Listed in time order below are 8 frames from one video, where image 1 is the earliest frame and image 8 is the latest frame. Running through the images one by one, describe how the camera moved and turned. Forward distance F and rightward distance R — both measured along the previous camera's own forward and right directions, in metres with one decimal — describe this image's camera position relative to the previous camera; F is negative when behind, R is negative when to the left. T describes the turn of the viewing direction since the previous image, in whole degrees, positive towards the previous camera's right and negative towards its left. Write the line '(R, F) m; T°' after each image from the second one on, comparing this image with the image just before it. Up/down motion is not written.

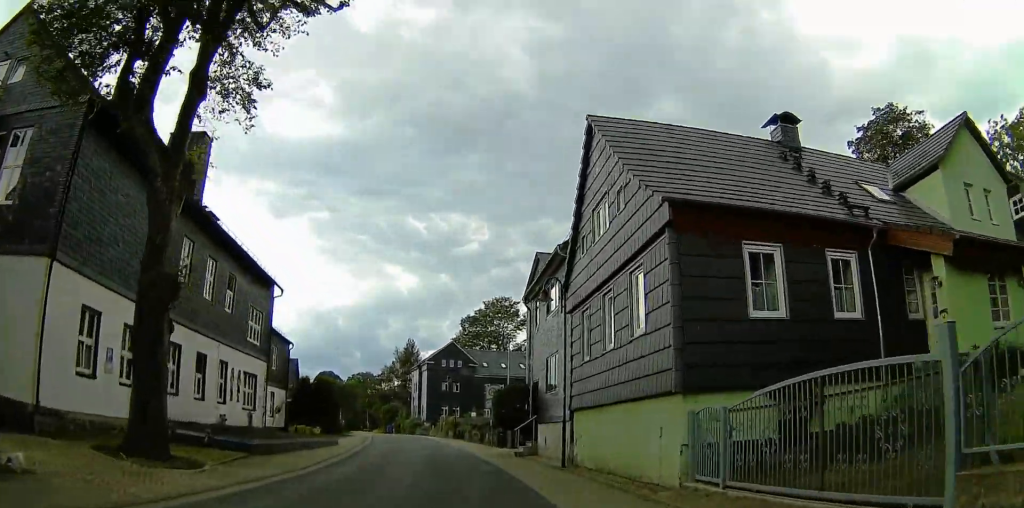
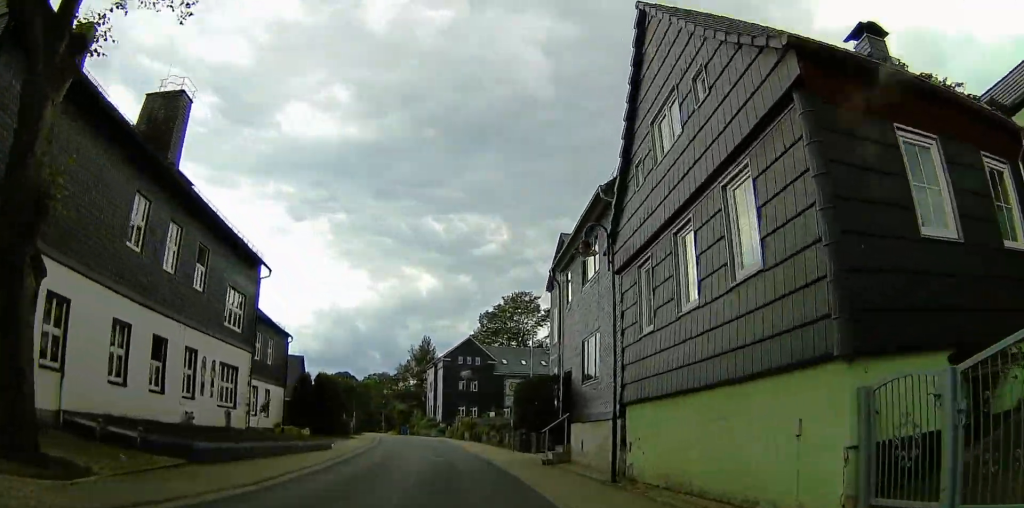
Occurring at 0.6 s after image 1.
(0.0, +4.8) m; 0°
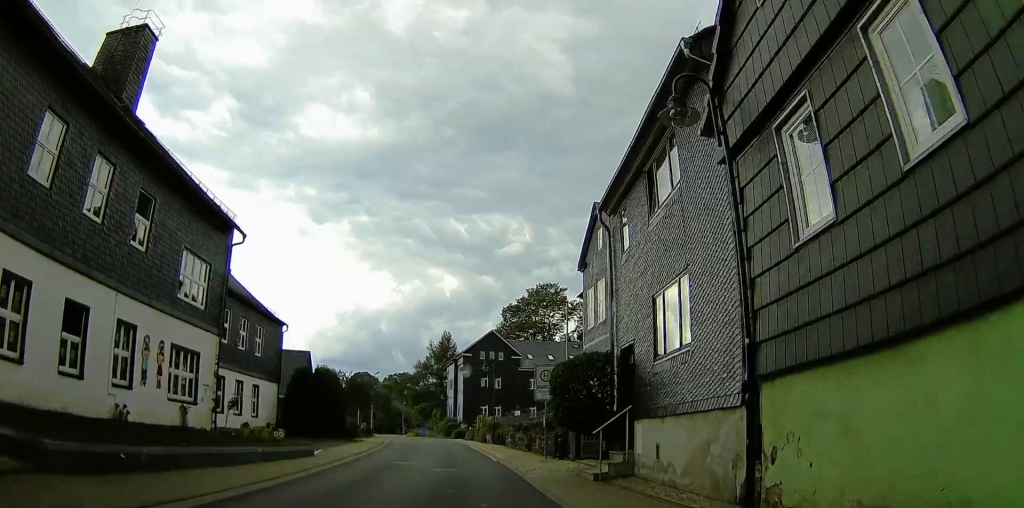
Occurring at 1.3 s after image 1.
(0.0, +5.9) m; 0°
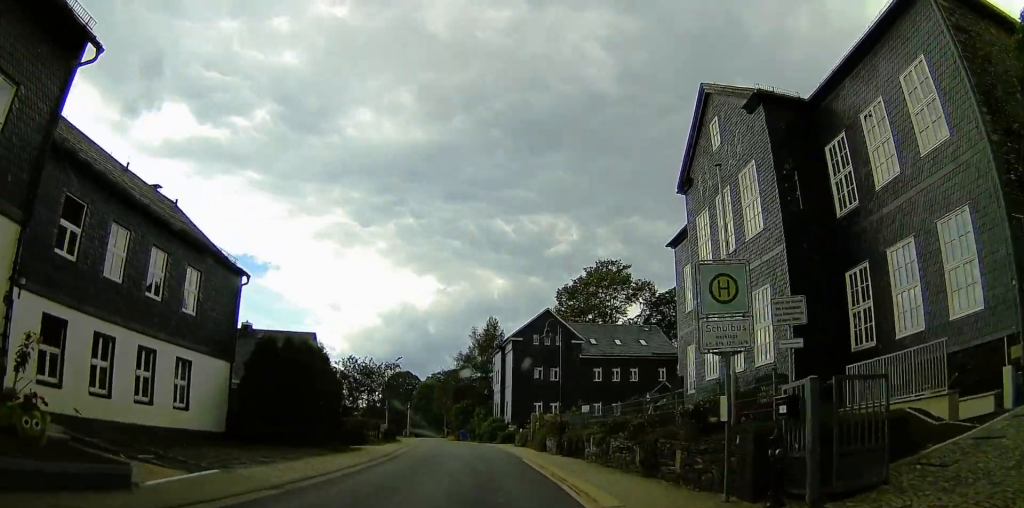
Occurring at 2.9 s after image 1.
(-0.3, +13.2) m; -10°
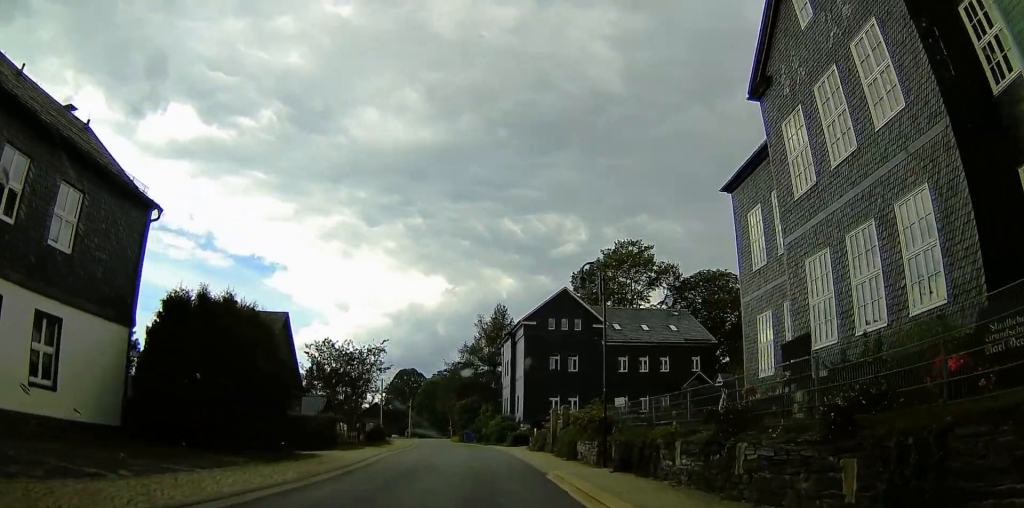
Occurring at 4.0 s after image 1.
(-1.2, +7.3) m; -9°
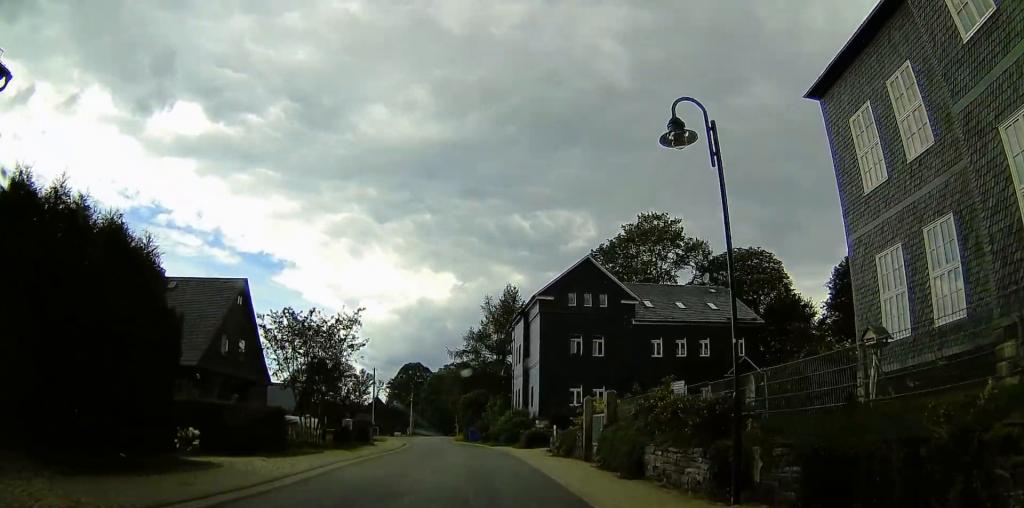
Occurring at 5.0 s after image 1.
(0.0, +7.3) m; +4°
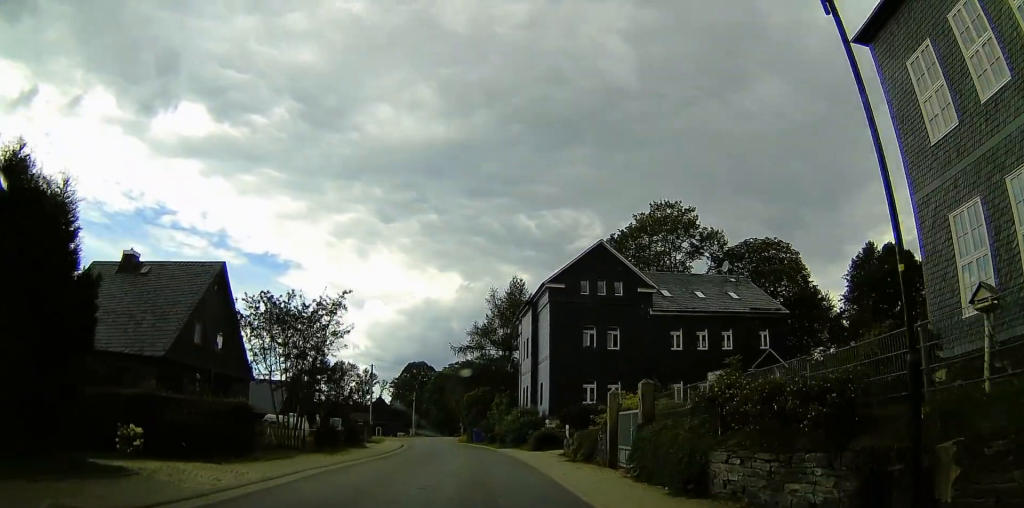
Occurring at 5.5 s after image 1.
(+0.1, +3.4) m; +3°
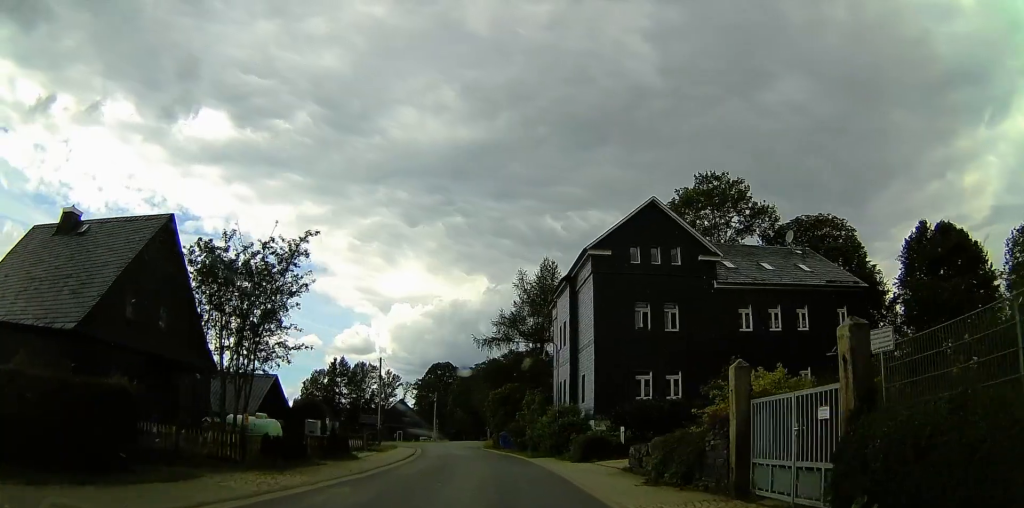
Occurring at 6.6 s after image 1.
(+0.4, +8.6) m; 0°
